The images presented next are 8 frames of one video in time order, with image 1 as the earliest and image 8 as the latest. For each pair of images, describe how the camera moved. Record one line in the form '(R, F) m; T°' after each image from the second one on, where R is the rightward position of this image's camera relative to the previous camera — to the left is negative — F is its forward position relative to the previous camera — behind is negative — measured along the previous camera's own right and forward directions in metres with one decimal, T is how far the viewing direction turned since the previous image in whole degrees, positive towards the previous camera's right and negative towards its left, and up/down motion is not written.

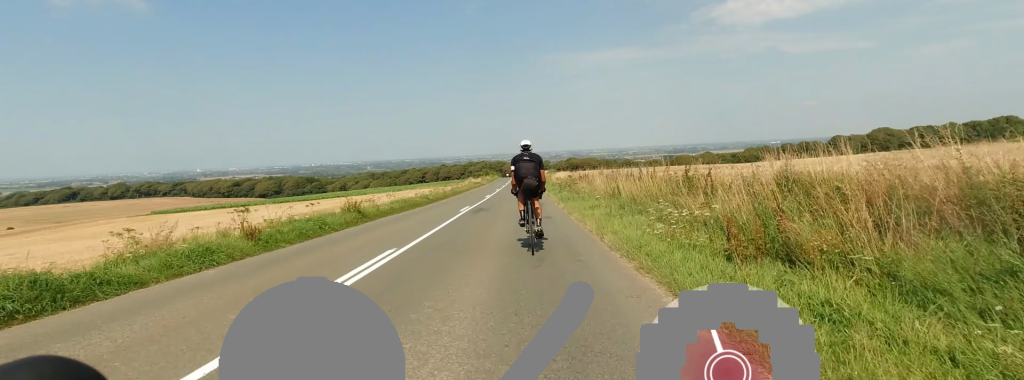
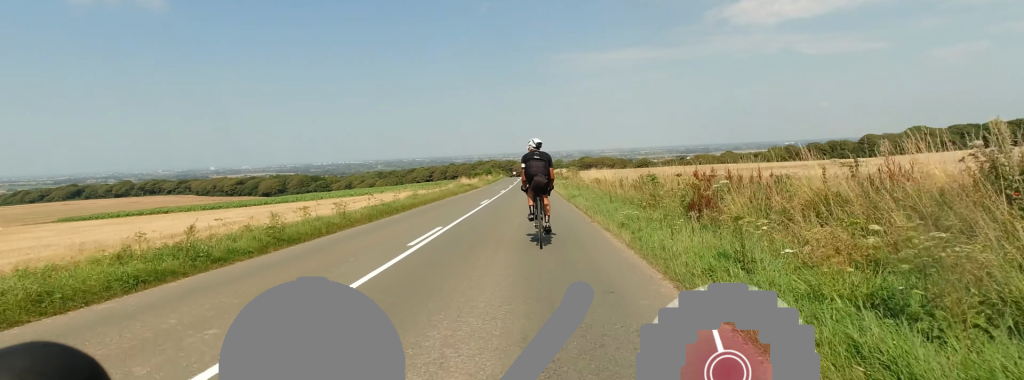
(-0.6, +22.1) m; -1°
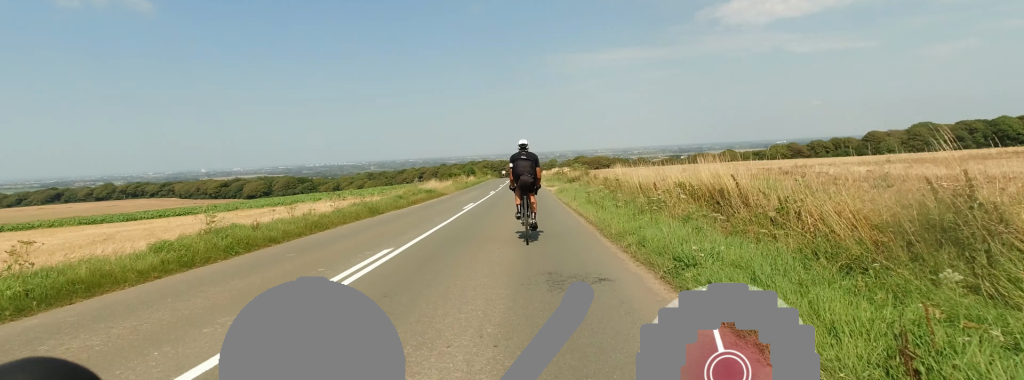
(-0.1, +16.5) m; +2°
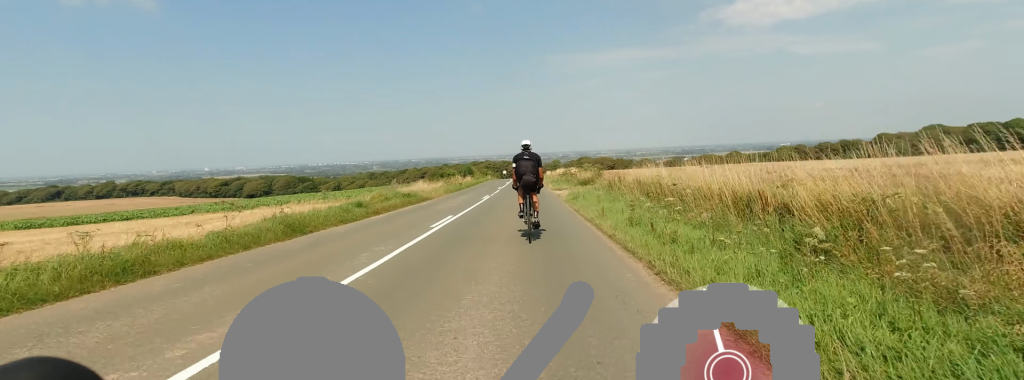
(-0.4, +6.3) m; +1°
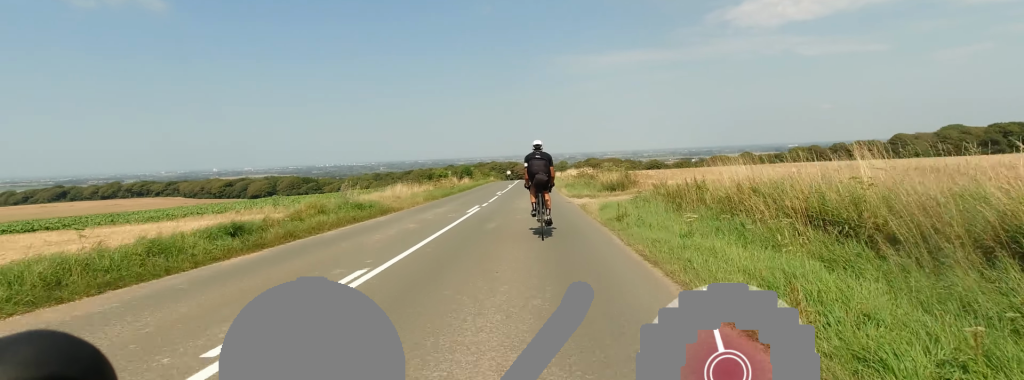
(+0.9, +8.2) m; 0°
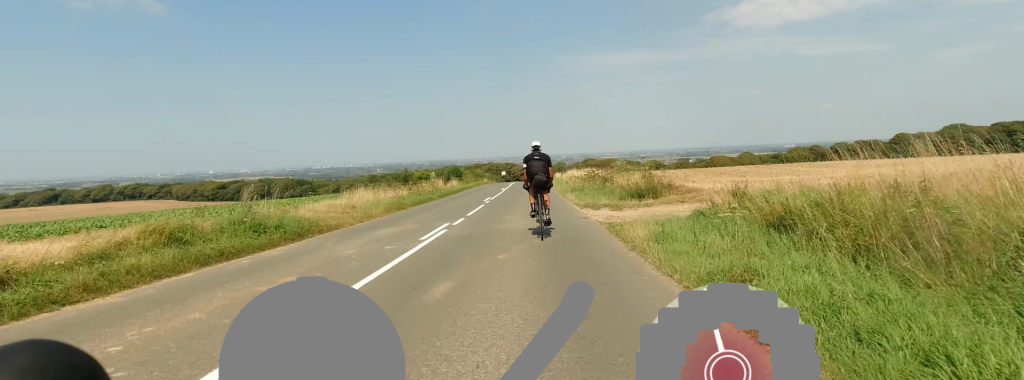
(+0.6, +6.3) m; 0°
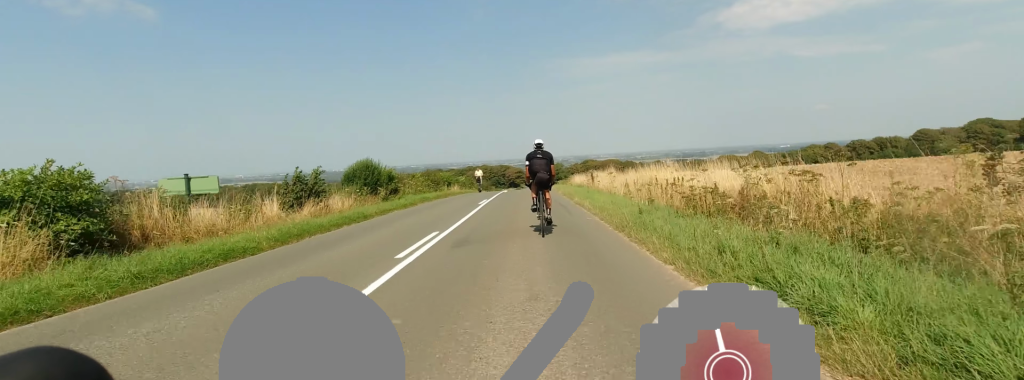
(-1.7, +27.2) m; -1°
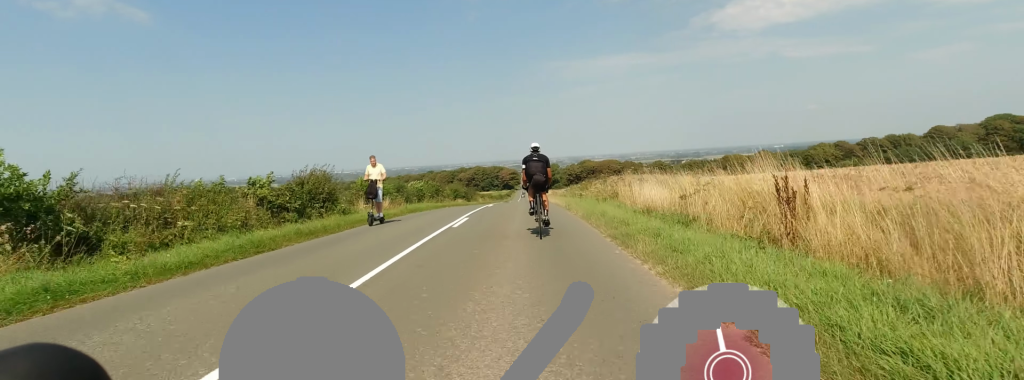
(-0.2, +20.7) m; -3°
